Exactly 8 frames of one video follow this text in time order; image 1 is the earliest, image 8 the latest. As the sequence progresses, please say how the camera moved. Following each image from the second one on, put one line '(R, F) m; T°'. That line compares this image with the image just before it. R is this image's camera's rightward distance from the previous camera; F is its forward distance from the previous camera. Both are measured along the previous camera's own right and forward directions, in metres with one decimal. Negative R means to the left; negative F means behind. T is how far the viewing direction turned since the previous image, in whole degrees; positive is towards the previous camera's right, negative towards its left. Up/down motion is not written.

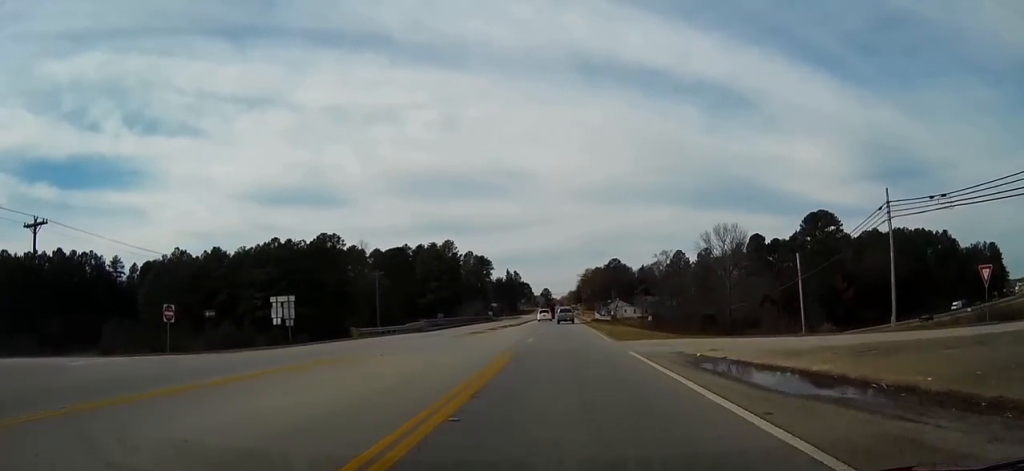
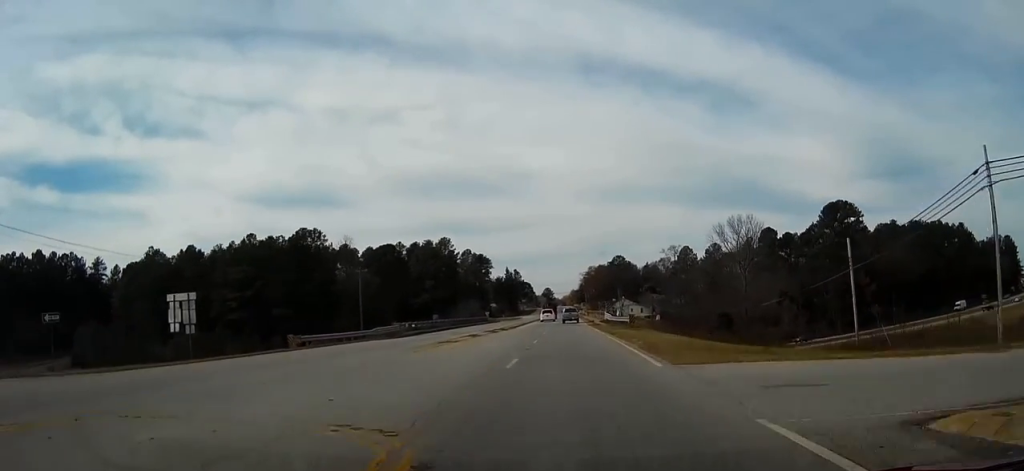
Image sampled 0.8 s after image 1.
(-0.1, +13.5) m; -1°
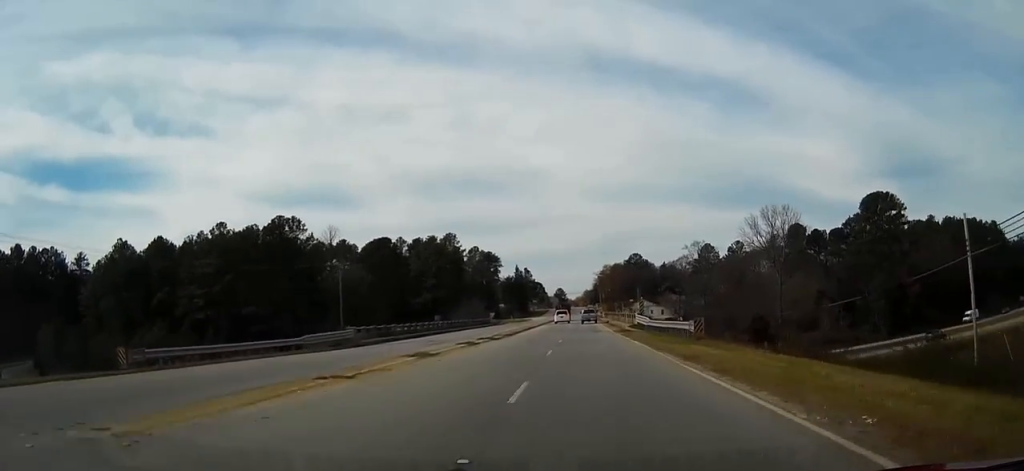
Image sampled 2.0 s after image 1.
(-0.1, +18.6) m; 0°
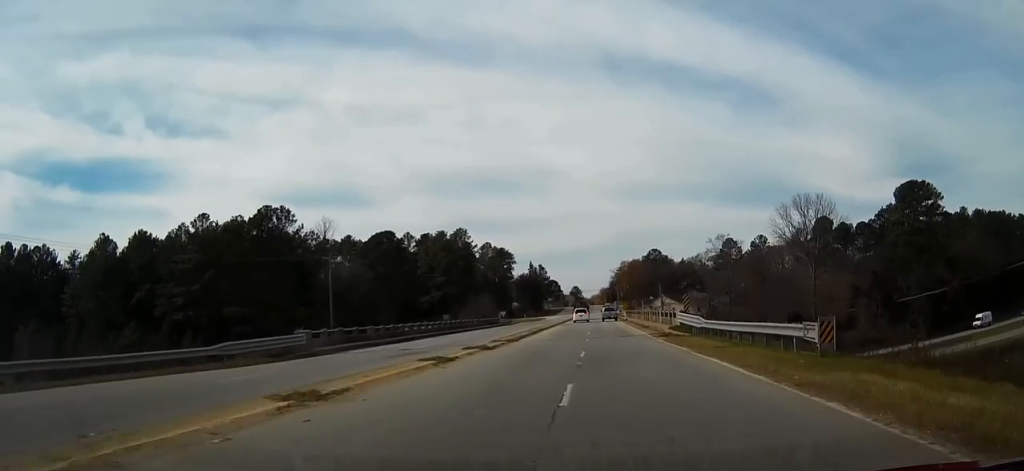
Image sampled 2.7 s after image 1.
(0.0, +12.2) m; 0°
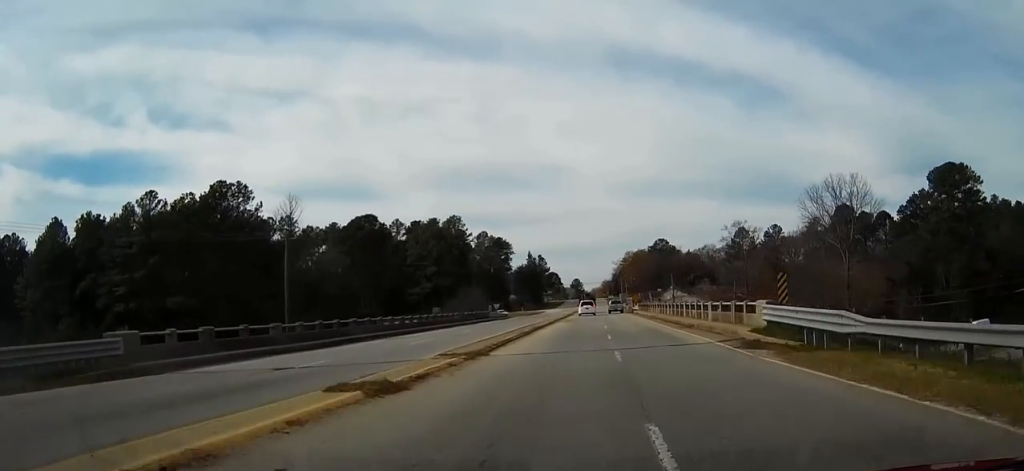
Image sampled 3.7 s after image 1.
(-0.2, +16.8) m; -1°
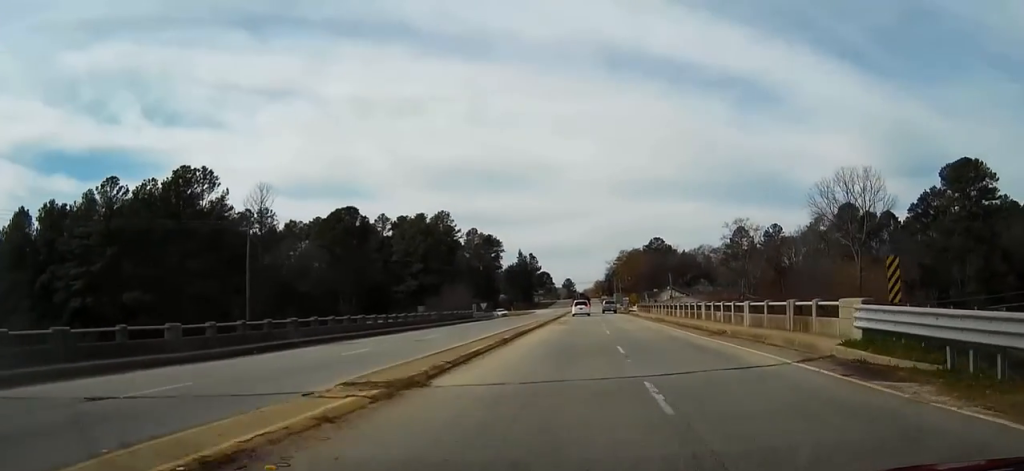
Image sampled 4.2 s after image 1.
(0.0, +8.4) m; 0°
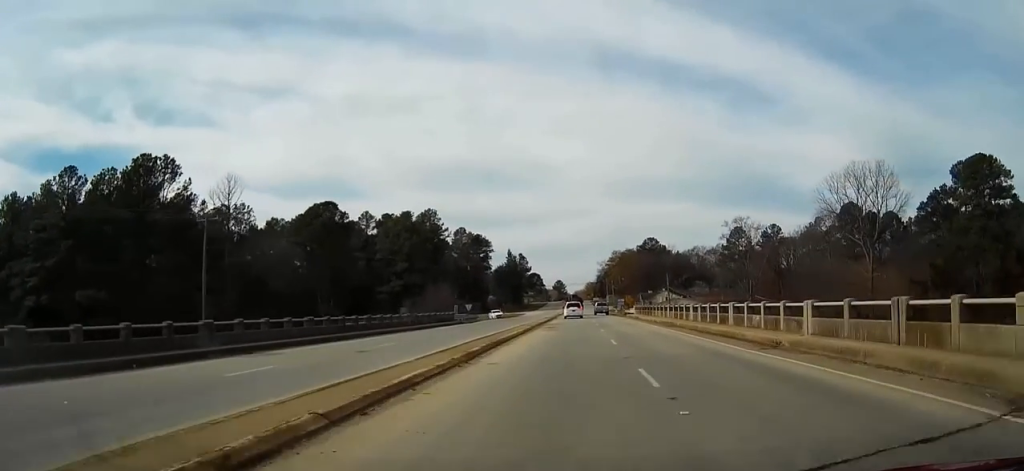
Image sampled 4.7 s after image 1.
(0.0, +7.9) m; 0°
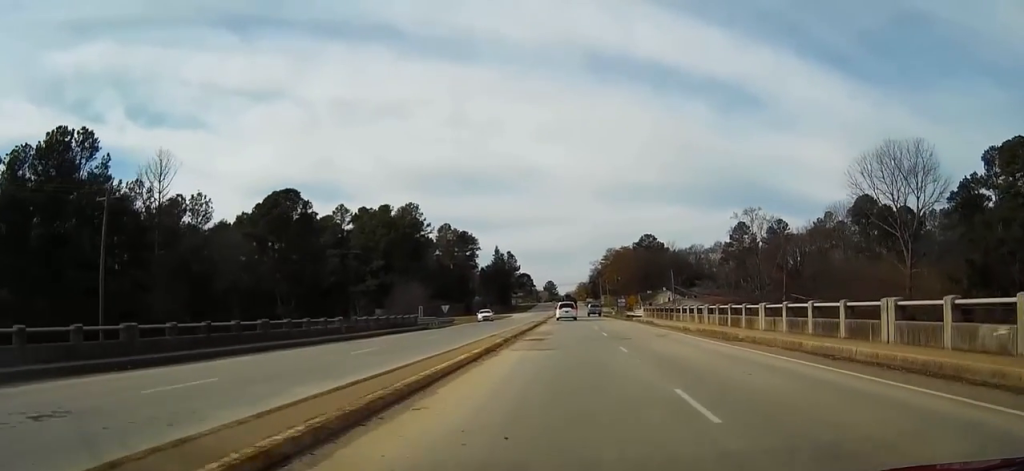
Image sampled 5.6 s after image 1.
(-0.1, +15.7) m; +1°
